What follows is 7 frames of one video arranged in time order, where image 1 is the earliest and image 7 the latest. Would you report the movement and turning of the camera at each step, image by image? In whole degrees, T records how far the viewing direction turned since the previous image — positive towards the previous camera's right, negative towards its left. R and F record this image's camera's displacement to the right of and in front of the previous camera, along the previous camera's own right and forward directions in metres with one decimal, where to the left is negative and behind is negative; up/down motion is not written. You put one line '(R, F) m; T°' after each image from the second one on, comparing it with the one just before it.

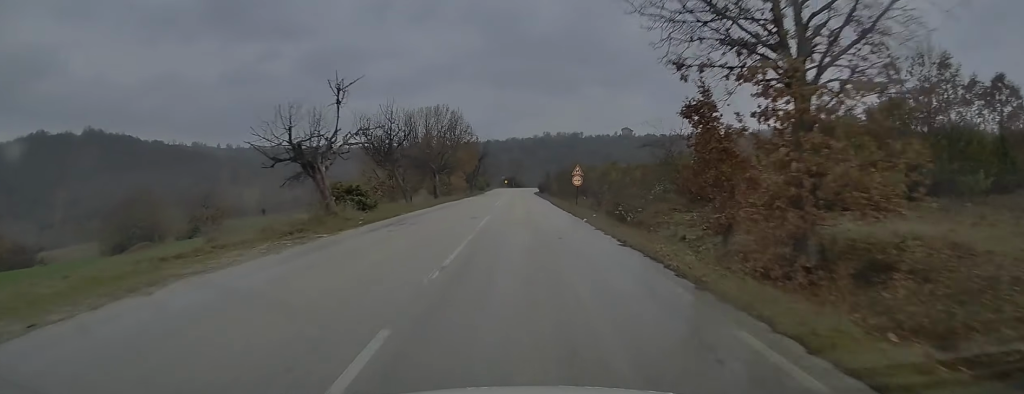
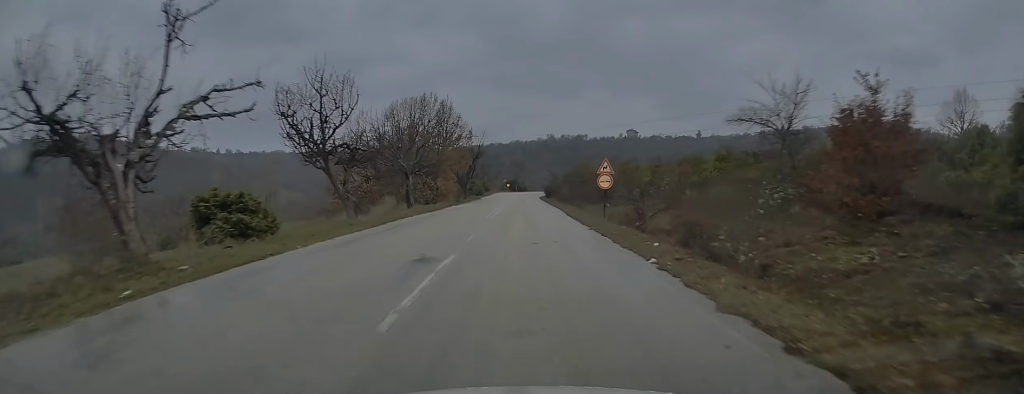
(+0.2, +12.0) m; +1°
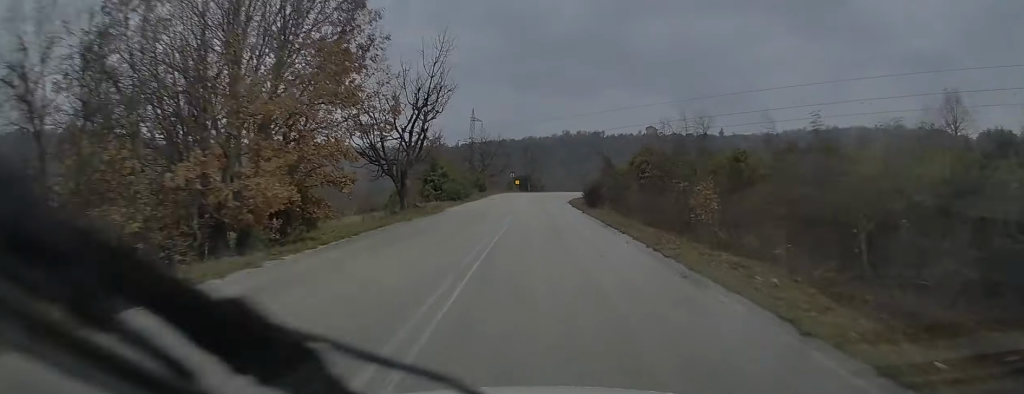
(-0.9, +39.9) m; -2°
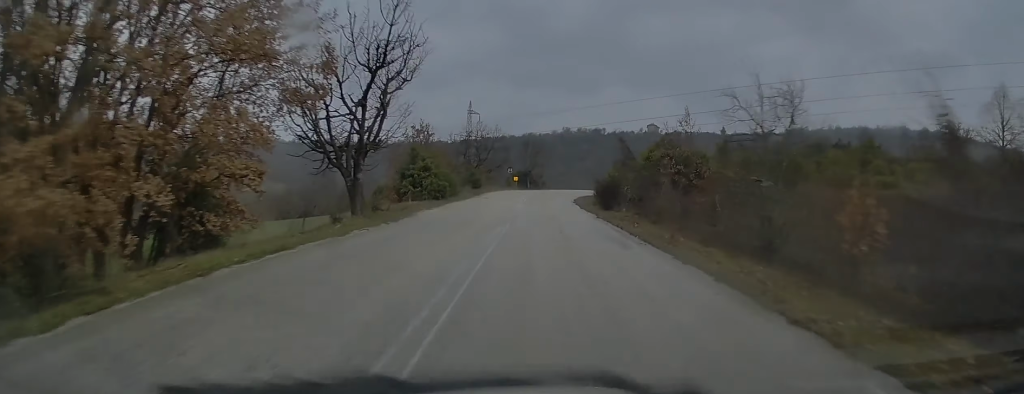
(0.0, +7.6) m; 0°
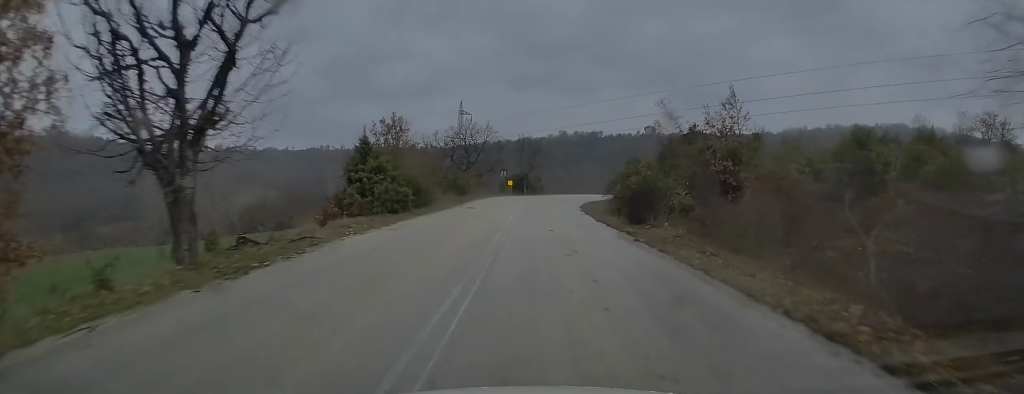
(+0.1, +10.2) m; 0°
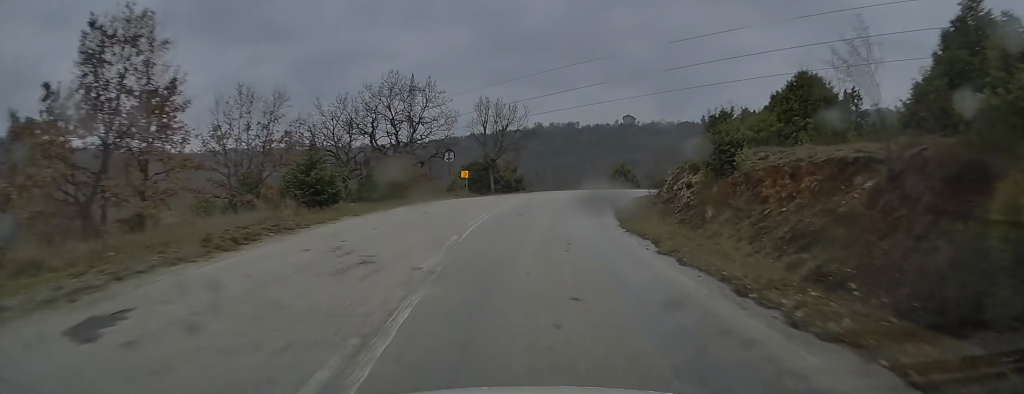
(+0.3, +29.9) m; +2°
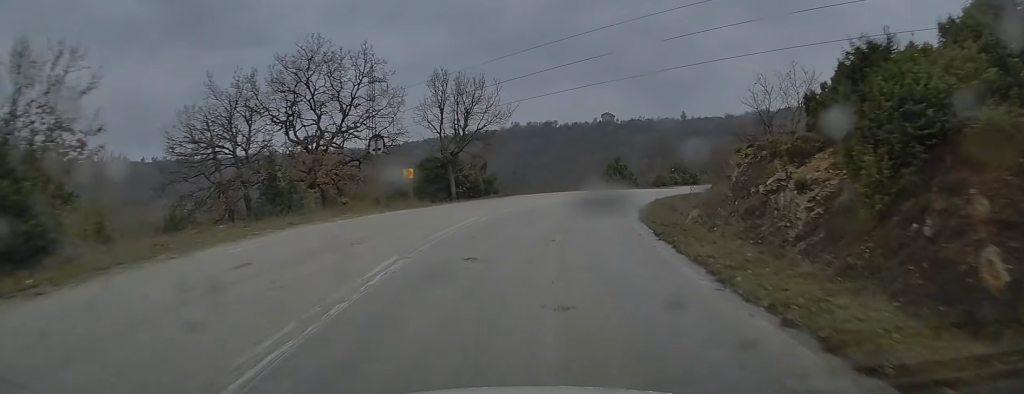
(+0.1, +13.6) m; +2°
